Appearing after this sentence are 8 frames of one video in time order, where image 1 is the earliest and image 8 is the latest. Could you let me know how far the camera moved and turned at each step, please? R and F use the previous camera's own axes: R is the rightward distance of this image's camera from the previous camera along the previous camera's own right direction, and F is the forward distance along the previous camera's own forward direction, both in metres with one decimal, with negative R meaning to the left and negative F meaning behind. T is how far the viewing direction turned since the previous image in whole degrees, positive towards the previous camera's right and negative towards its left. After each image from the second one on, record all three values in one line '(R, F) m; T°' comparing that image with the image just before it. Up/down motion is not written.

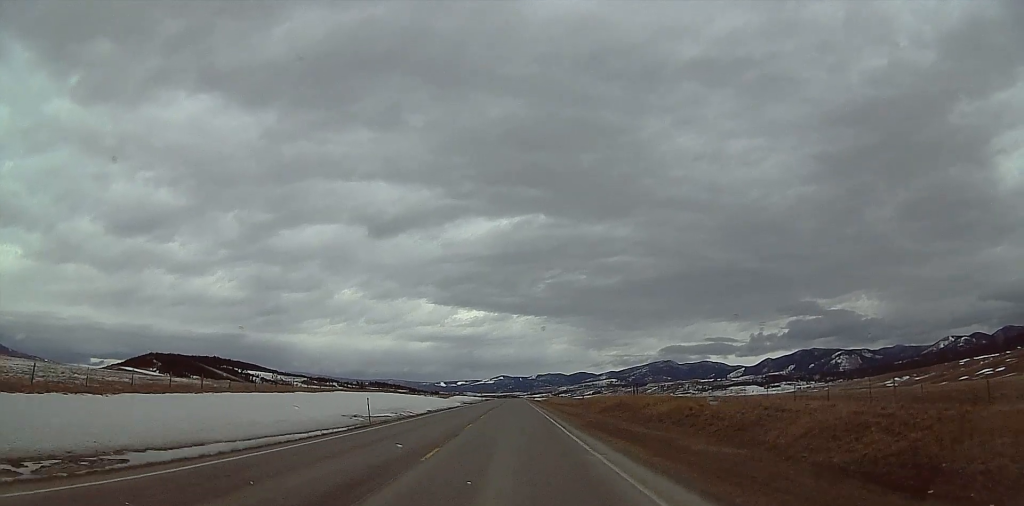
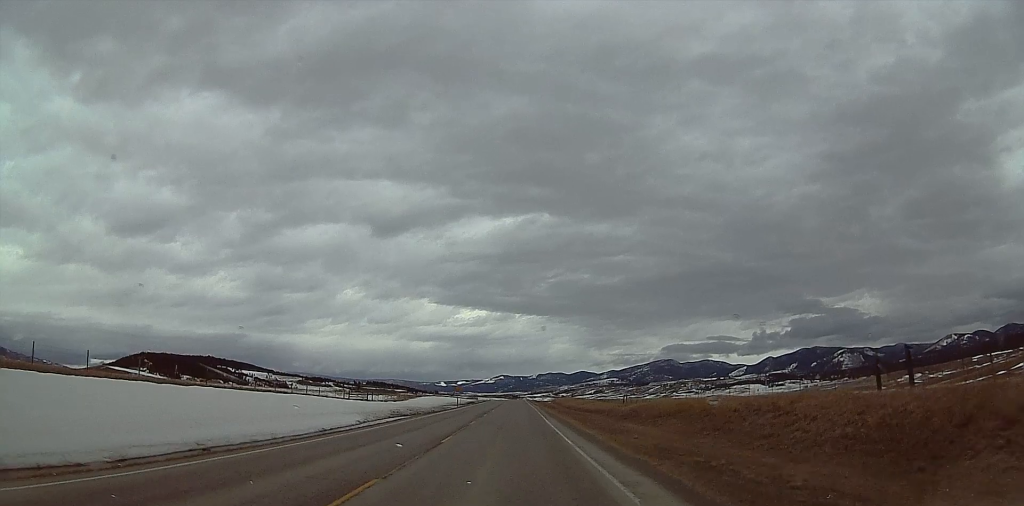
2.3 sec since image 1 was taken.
(-0.2, +67.1) m; -1°
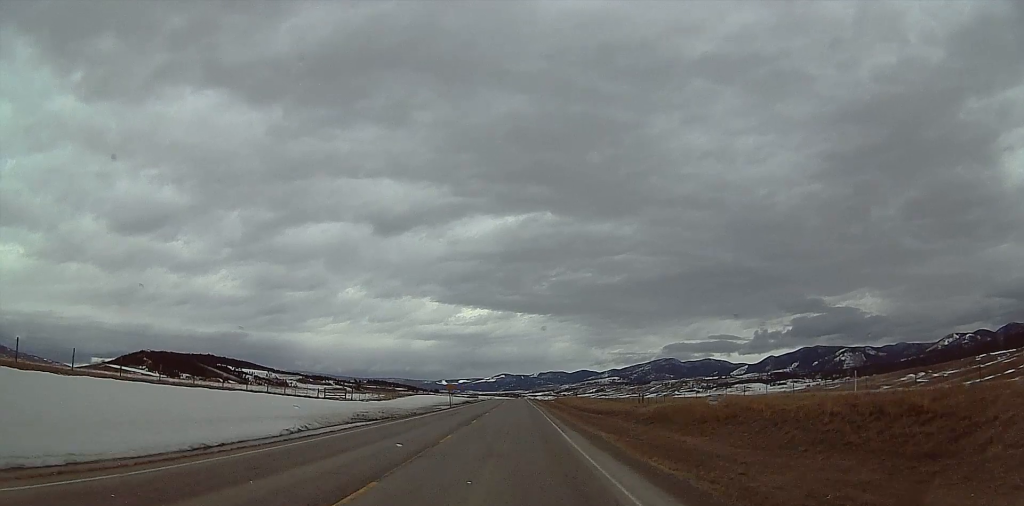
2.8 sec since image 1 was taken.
(0.0, +12.4) m; 0°
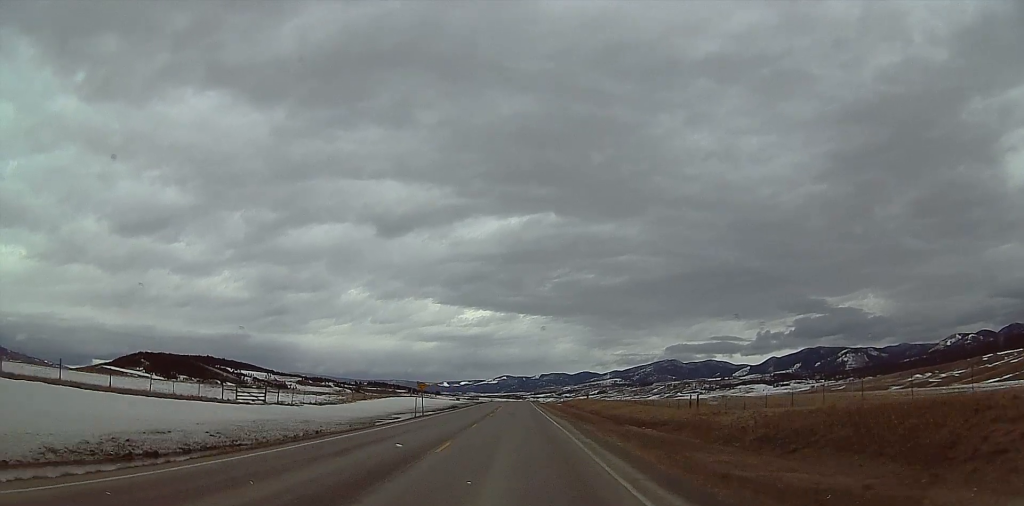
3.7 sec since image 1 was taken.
(0.0, +26.8) m; 0°
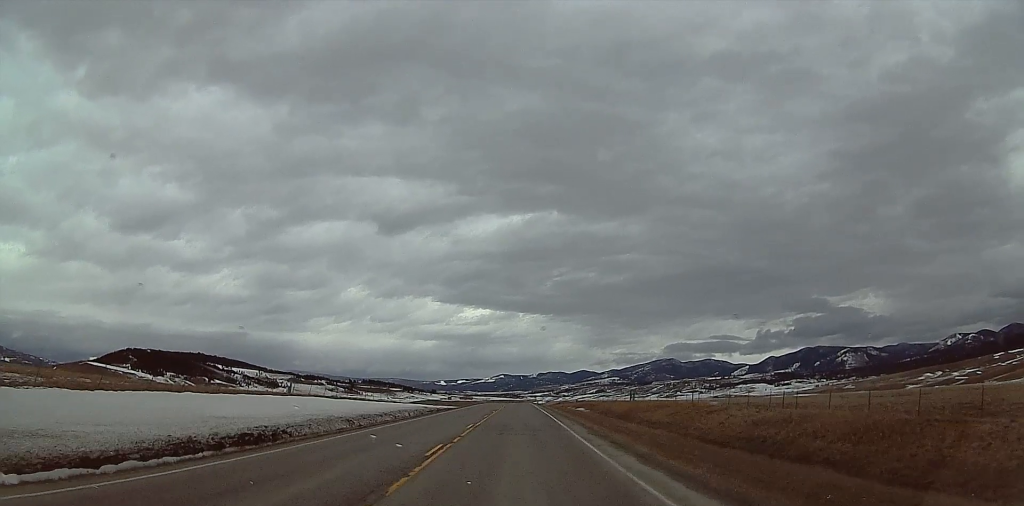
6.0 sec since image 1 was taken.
(0.0, +66.9) m; 0°
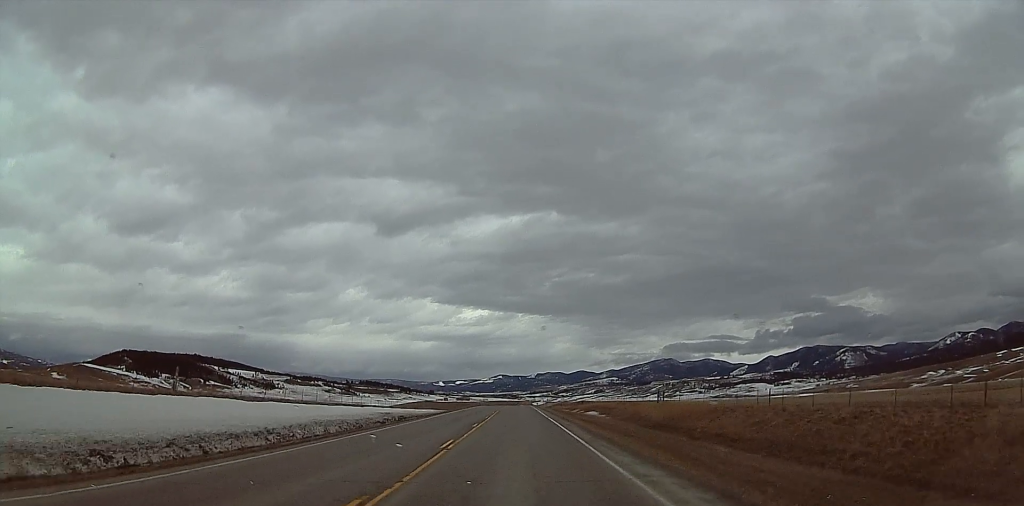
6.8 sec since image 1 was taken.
(0.0, +21.1) m; 0°
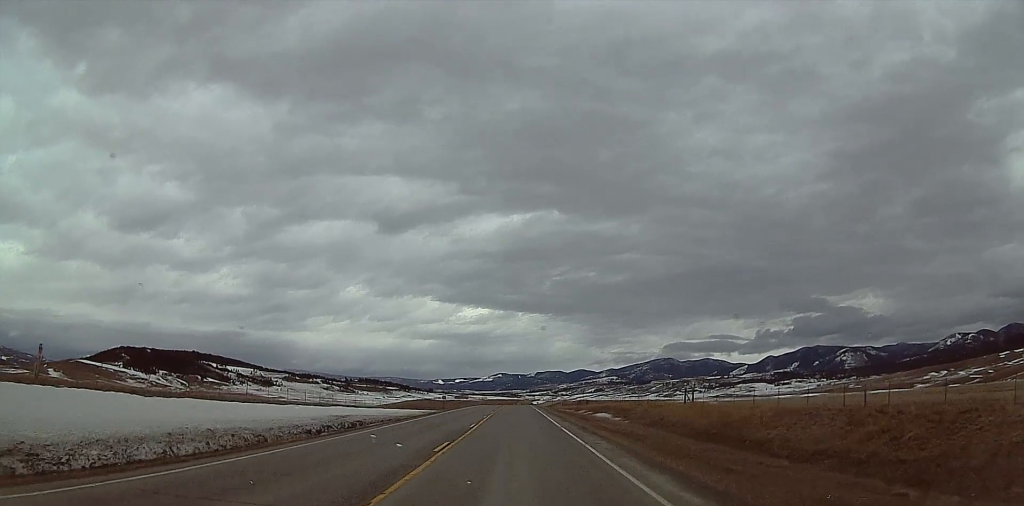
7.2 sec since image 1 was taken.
(+0.1, +13.4) m; 0°
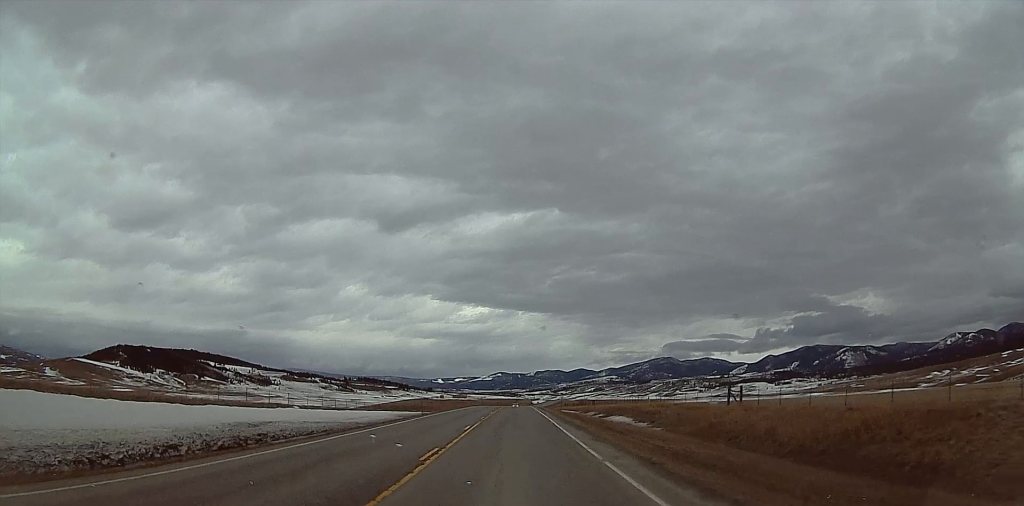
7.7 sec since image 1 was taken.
(0.0, +14.4) m; 0°
